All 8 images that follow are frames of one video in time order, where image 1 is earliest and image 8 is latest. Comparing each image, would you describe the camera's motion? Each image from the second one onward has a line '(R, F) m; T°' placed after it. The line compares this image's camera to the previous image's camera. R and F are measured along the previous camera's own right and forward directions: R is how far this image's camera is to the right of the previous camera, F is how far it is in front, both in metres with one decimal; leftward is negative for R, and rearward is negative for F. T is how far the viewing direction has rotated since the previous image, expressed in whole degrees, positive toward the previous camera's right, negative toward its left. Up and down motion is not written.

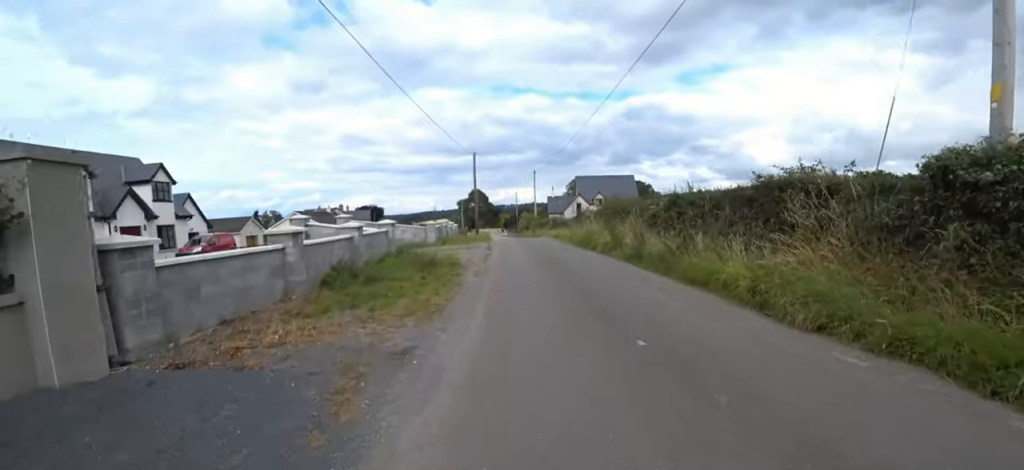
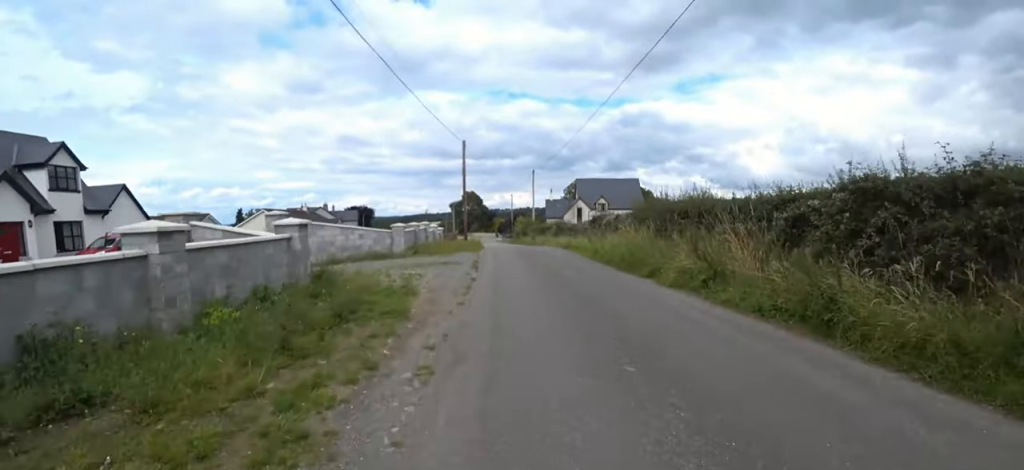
(+0.1, +6.3) m; 0°
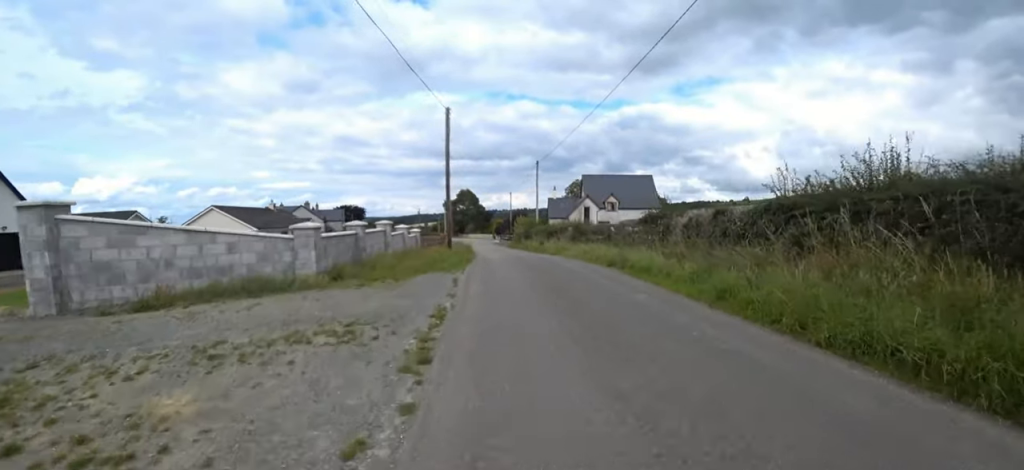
(-0.3, +8.5) m; 0°
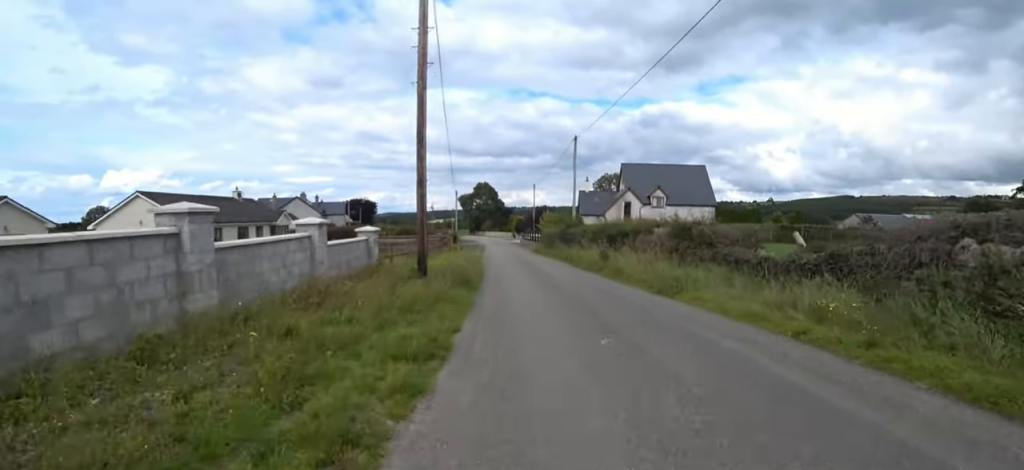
(+0.1, +11.9) m; 0°
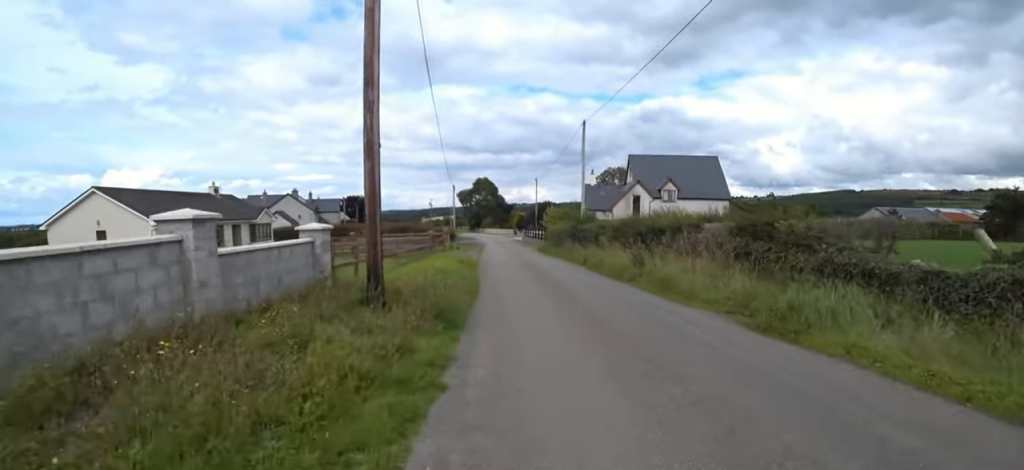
(-0.2, +3.7) m; 0°
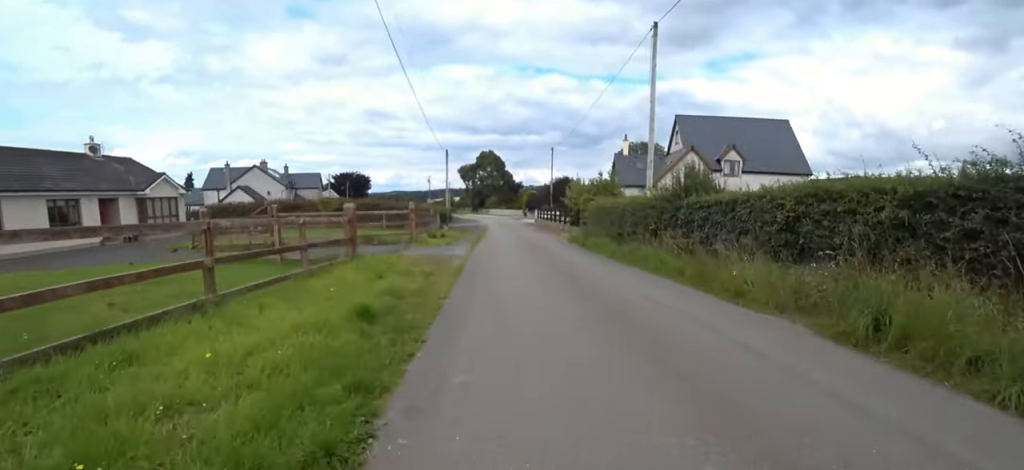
(+0.3, +12.9) m; -2°
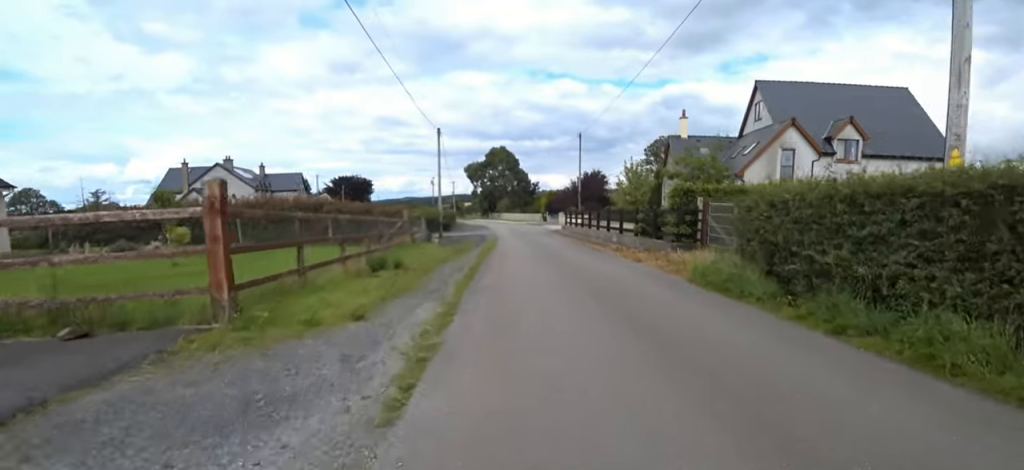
(-0.5, +12.4) m; +1°
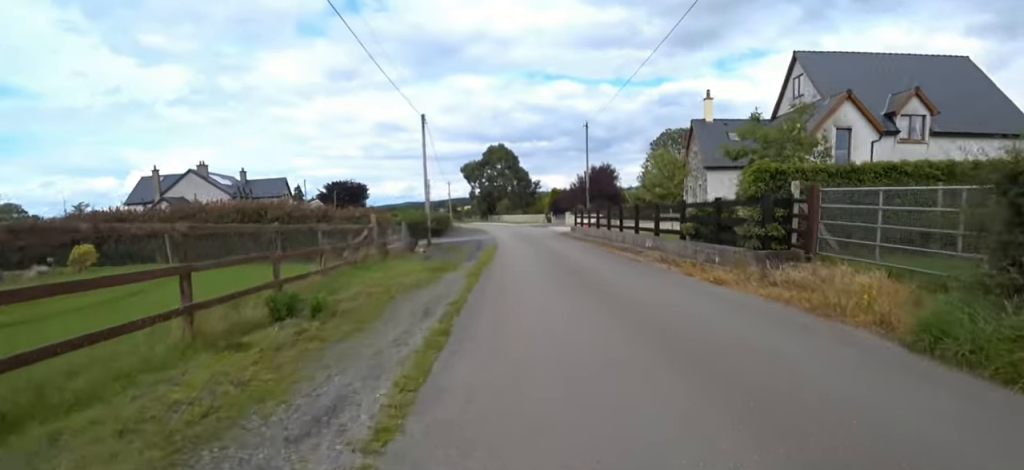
(+0.2, +4.8) m; +1°
